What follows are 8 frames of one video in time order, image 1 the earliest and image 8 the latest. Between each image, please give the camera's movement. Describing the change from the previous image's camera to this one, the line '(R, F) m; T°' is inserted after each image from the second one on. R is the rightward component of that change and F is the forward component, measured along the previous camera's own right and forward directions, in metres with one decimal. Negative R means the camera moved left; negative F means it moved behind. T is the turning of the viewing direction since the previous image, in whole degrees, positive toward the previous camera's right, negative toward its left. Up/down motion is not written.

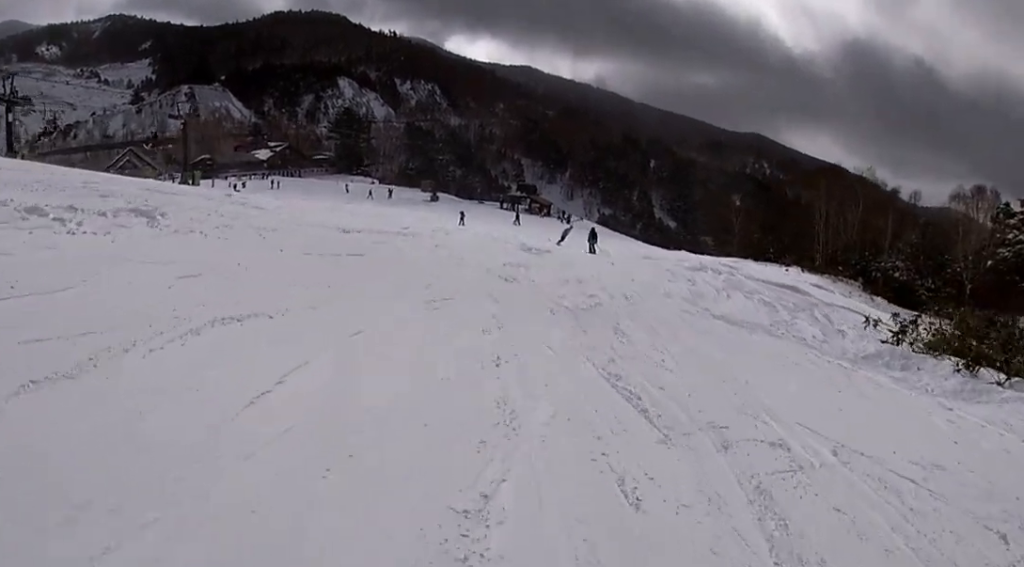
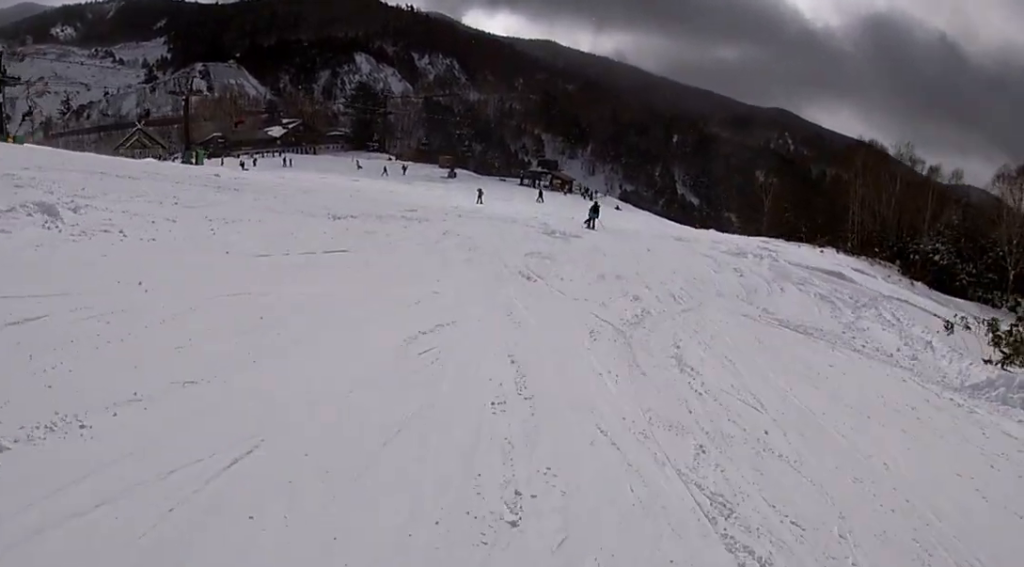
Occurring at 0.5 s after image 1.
(+0.4, +3.5) m; +1°
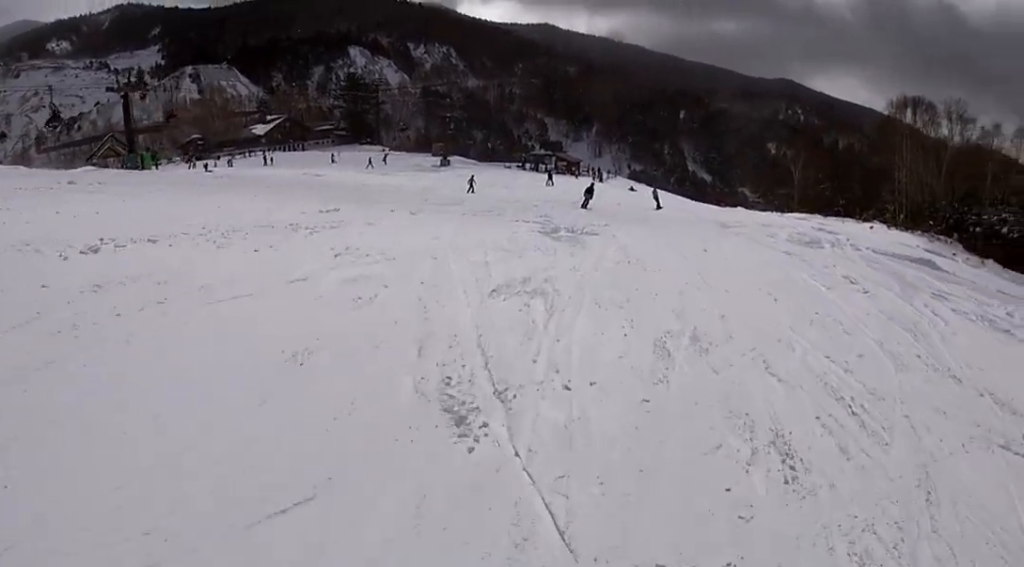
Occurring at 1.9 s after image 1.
(-0.3, +10.0) m; -1°
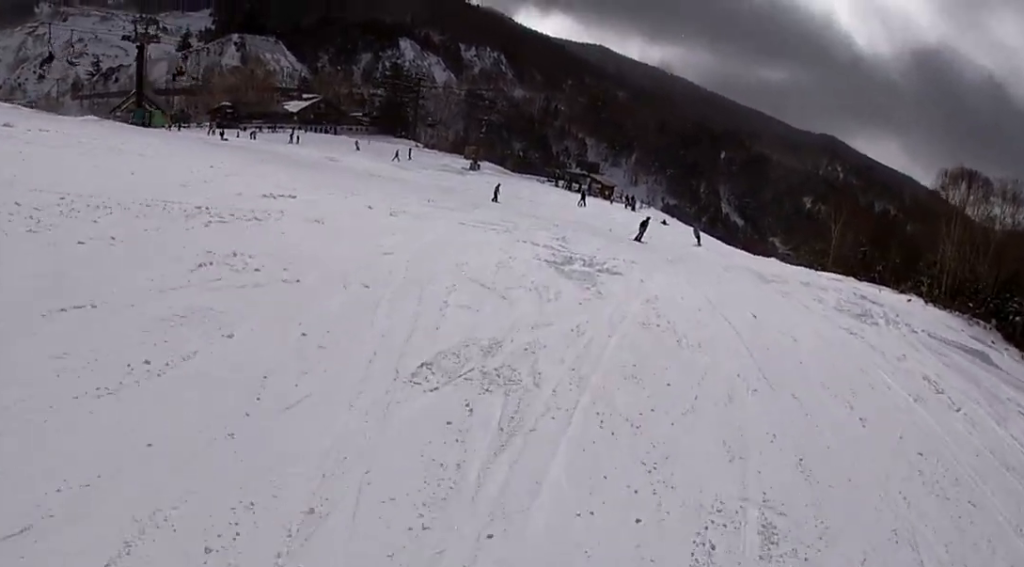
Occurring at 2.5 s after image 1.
(+0.2, +3.9) m; +4°
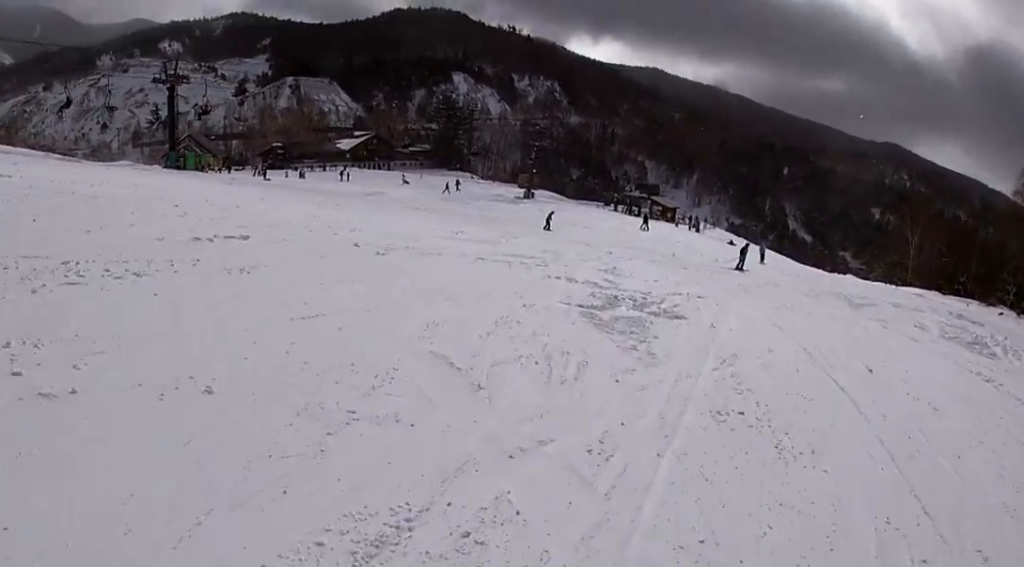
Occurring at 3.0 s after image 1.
(+0.3, +3.4) m; +5°
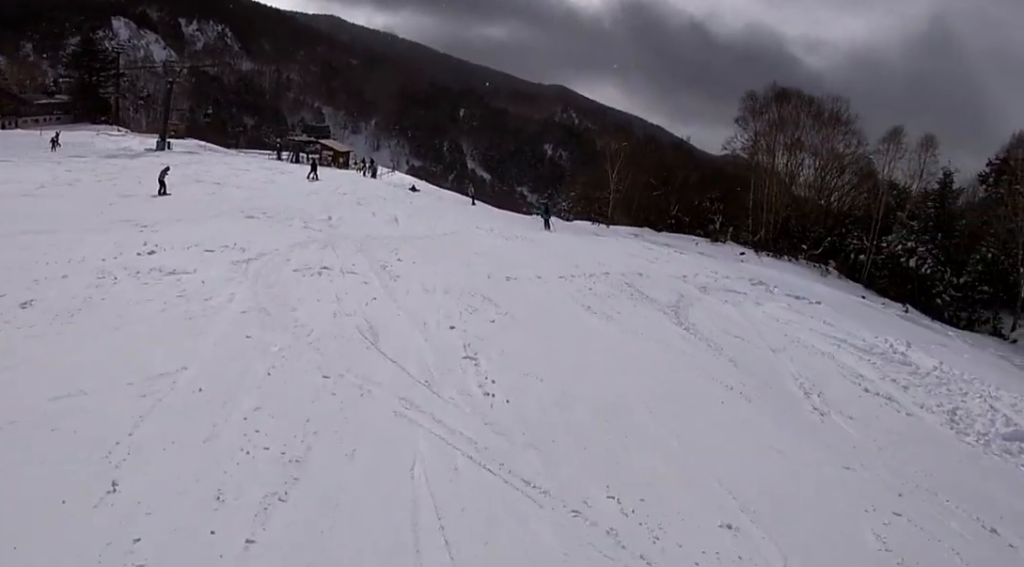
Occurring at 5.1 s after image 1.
(+0.6, +15.5) m; +11°
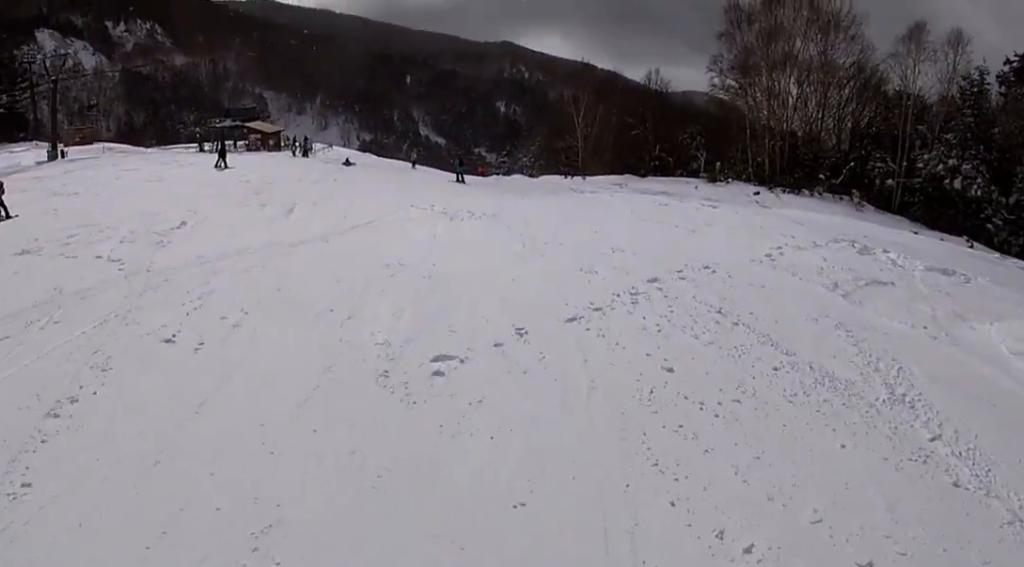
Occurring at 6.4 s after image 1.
(+0.7, +9.0) m; -7°
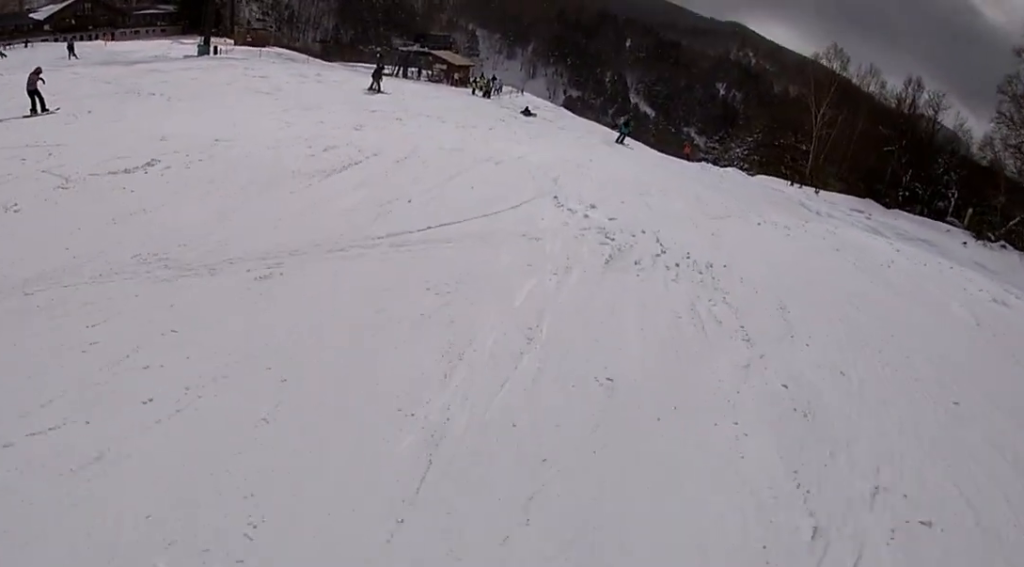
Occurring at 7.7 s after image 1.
(-1.7, +8.0) m; -13°
